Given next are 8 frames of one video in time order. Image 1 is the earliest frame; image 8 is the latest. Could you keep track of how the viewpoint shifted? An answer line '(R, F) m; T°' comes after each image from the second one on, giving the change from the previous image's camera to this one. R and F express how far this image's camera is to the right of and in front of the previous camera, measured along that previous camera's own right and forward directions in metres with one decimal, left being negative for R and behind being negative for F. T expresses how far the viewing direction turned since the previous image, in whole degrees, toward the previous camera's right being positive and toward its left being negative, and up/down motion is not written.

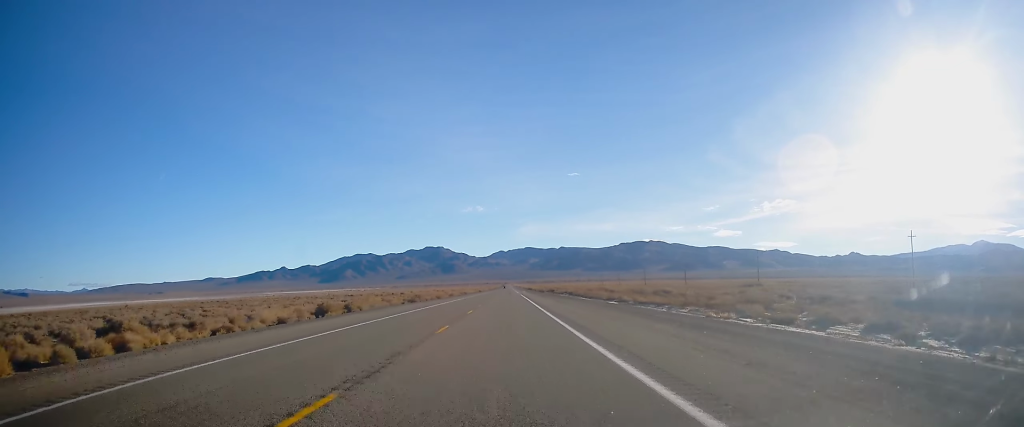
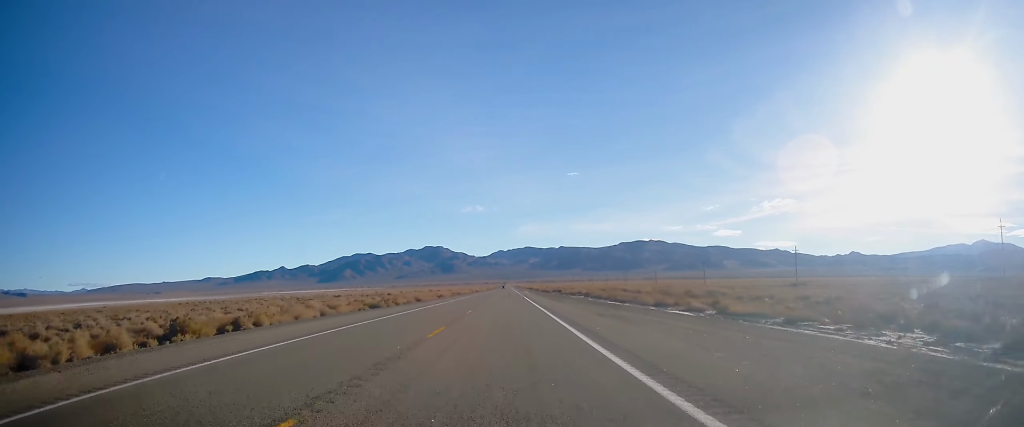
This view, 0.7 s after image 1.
(-0.1, +25.9) m; +1°
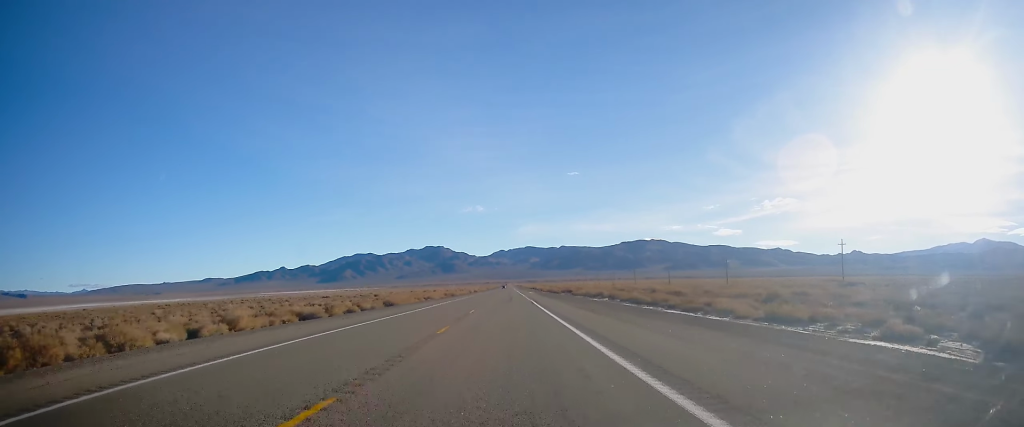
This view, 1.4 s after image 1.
(+0.3, +23.3) m; 0°
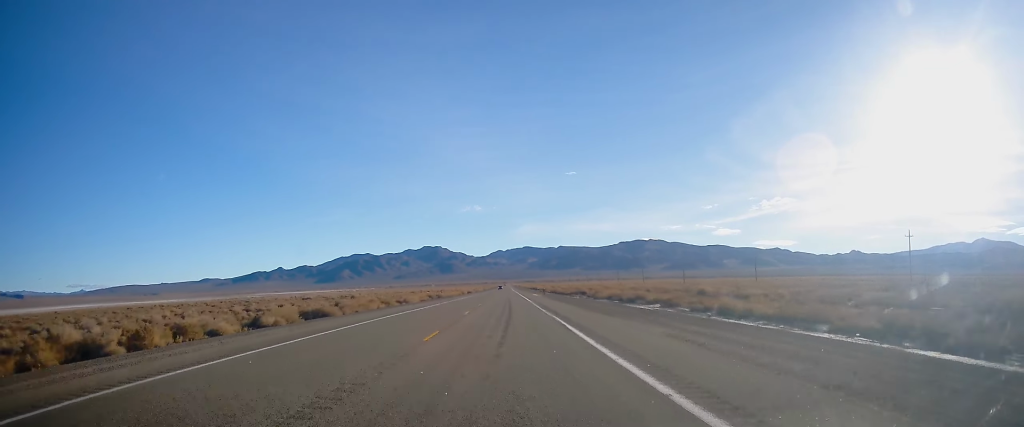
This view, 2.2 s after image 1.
(+0.1, +26.7) m; 0°
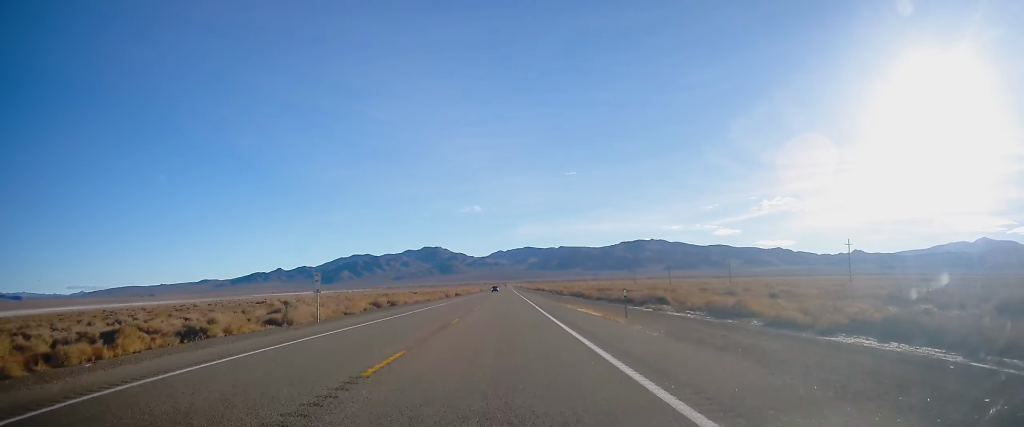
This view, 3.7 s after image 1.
(-0.6, +53.0) m; -1°
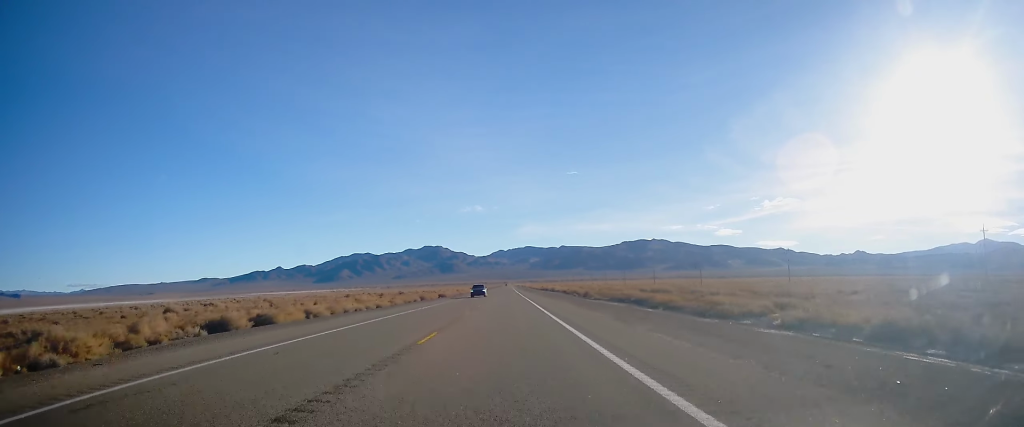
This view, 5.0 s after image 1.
(+0.2, +44.6) m; +1°
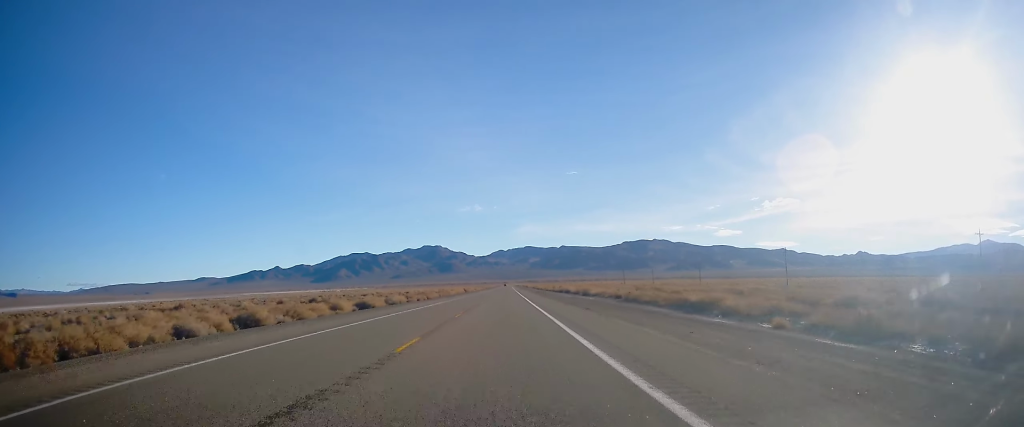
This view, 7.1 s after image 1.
(0.0, +75.0) m; 0°
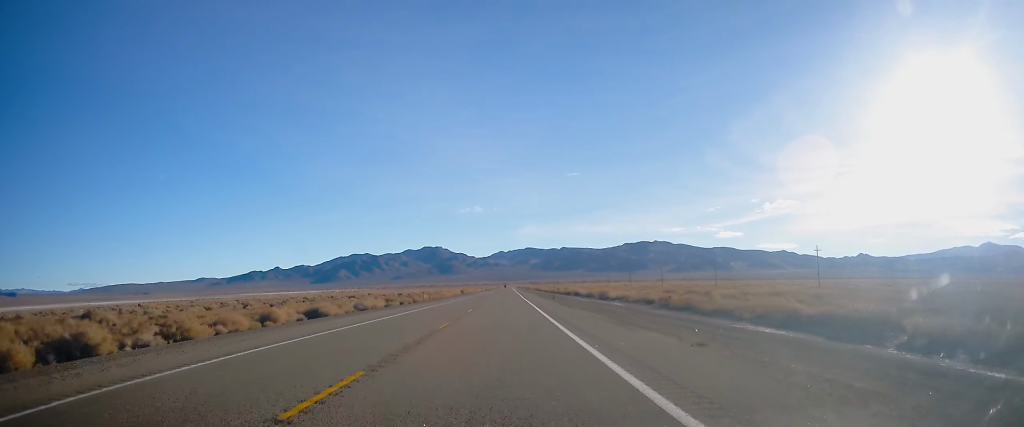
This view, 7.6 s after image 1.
(+0.1, +17.5) m; 0°
